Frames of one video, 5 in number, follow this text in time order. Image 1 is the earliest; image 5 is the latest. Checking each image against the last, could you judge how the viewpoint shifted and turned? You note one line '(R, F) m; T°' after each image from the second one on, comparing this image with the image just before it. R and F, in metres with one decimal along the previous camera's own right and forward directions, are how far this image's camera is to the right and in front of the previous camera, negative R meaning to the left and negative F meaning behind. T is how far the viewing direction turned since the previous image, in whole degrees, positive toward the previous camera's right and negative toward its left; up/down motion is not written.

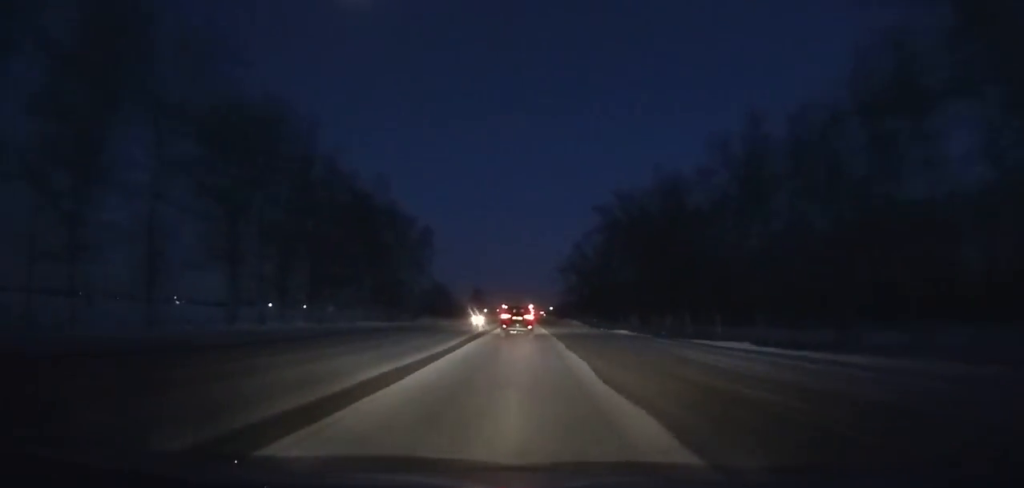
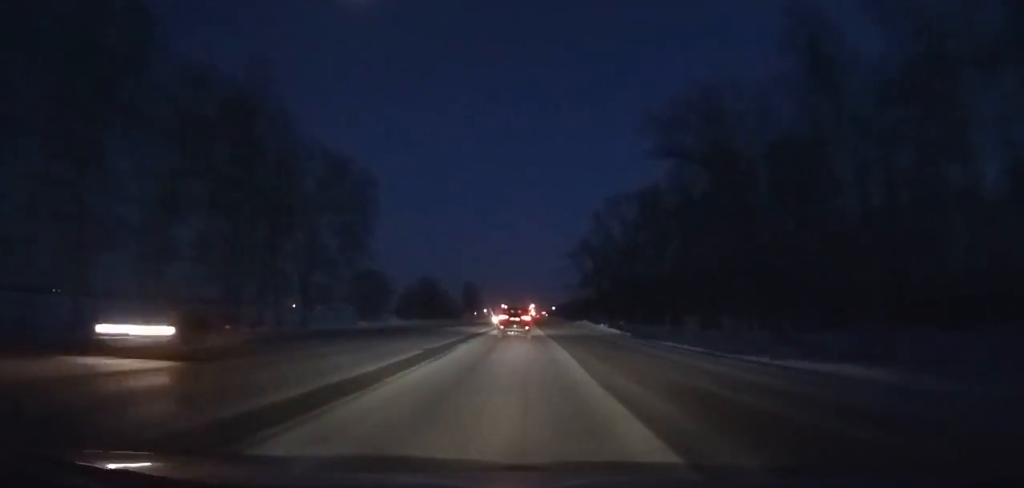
(0.0, +40.5) m; 0°
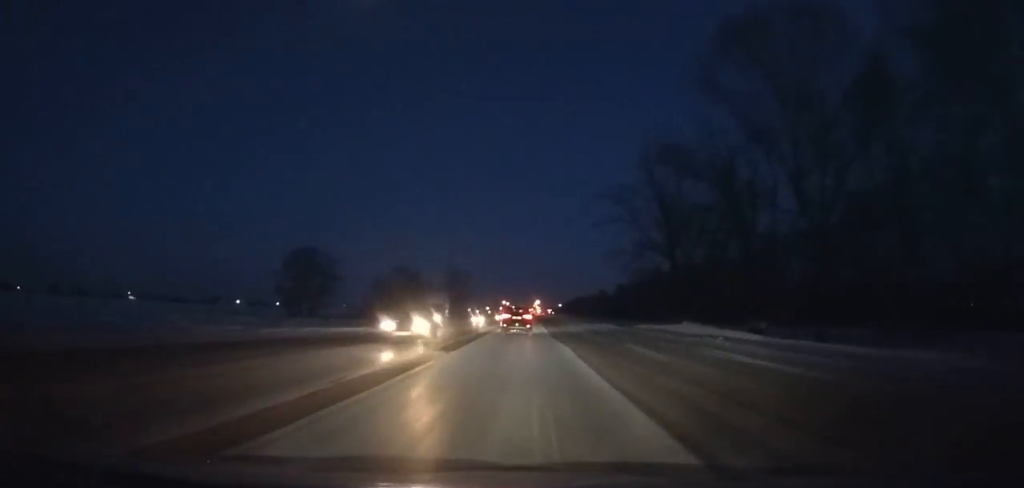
(-0.3, +63.4) m; 0°
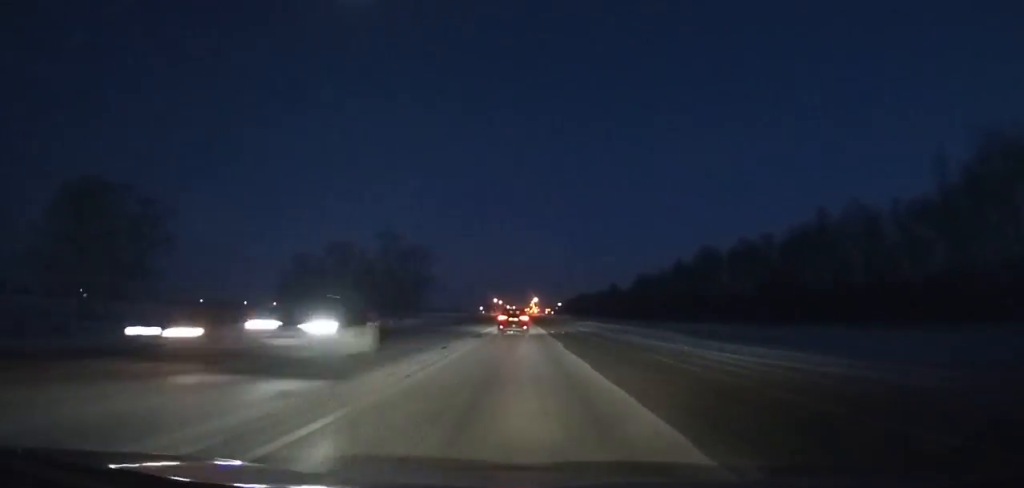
(0.0, +72.6) m; 0°
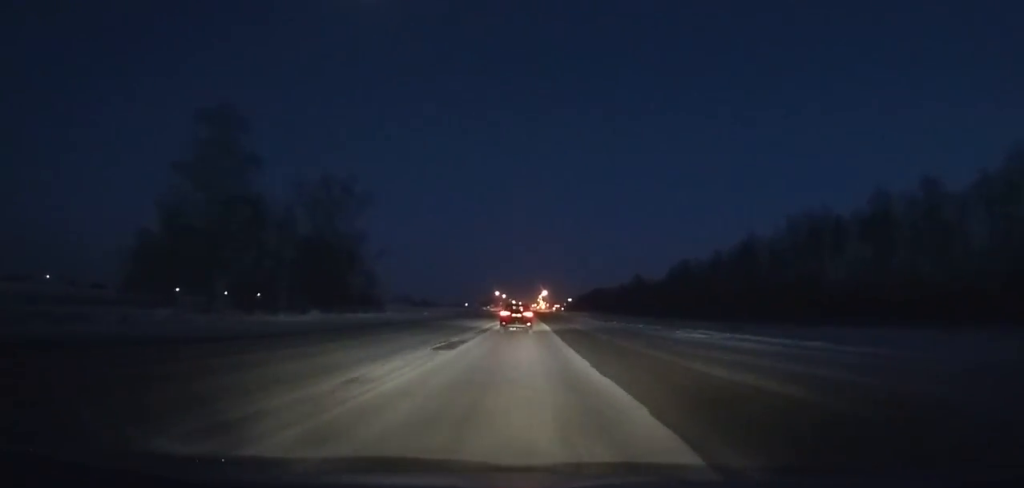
(-0.2, +57.0) m; 0°
